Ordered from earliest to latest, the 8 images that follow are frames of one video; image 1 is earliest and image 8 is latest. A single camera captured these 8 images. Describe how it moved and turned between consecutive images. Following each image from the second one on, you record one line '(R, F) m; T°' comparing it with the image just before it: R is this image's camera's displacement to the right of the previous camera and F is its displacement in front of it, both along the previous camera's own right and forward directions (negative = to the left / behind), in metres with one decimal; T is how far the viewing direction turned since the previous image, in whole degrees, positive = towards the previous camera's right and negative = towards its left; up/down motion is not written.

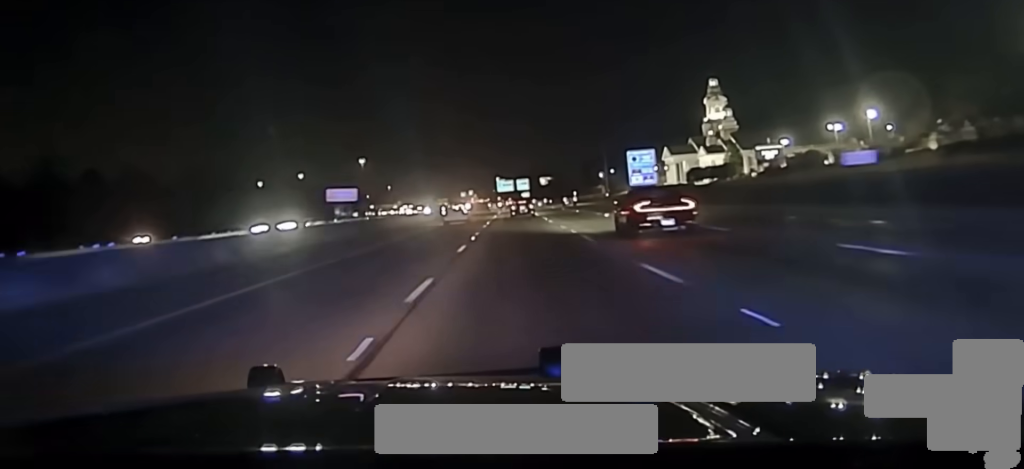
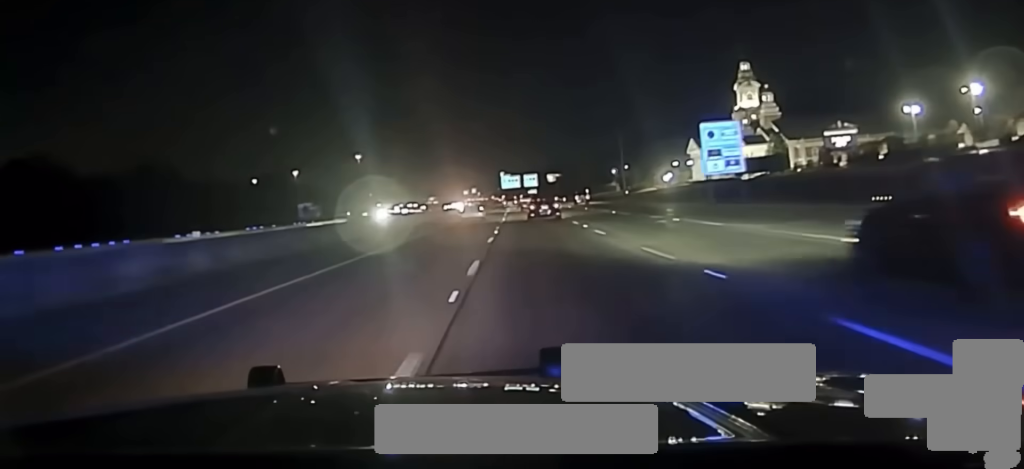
(-0.1, +45.6) m; 0°
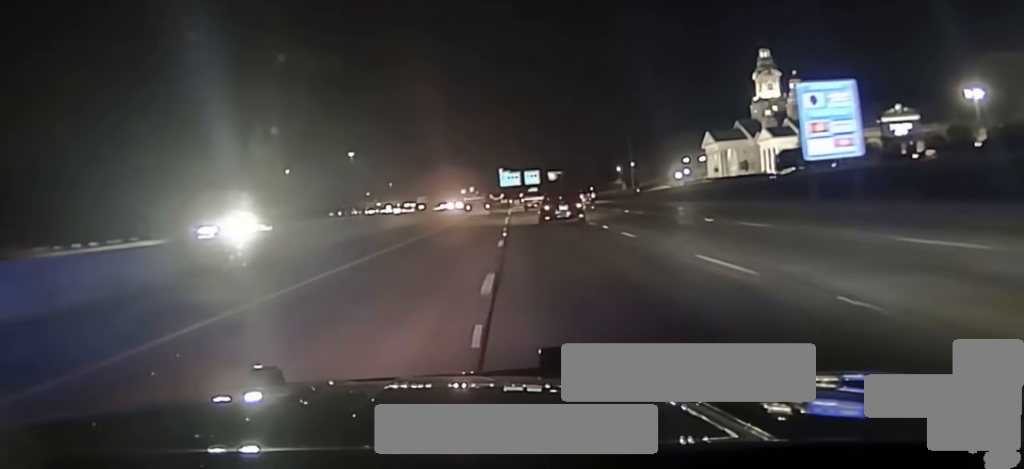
(-0.1, +28.1) m; 0°
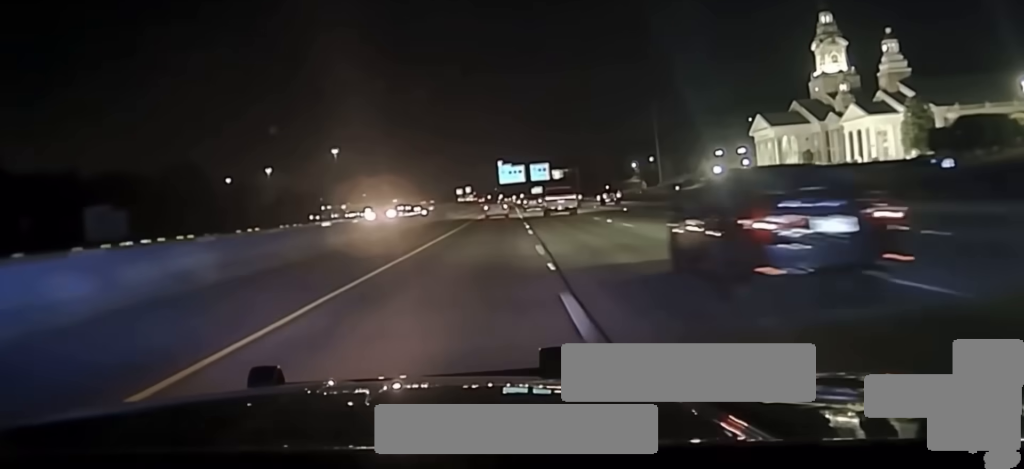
(-0.9, +66.8) m; -2°
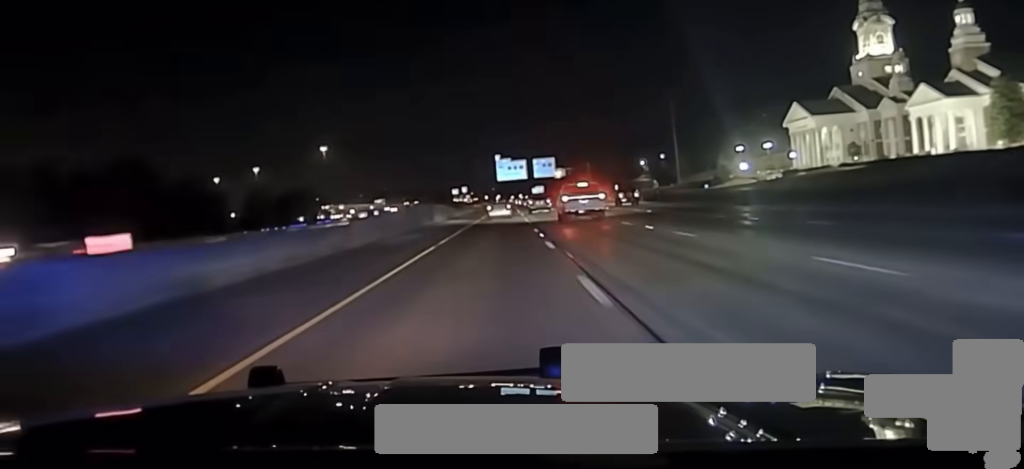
(-0.2, +34.3) m; 0°
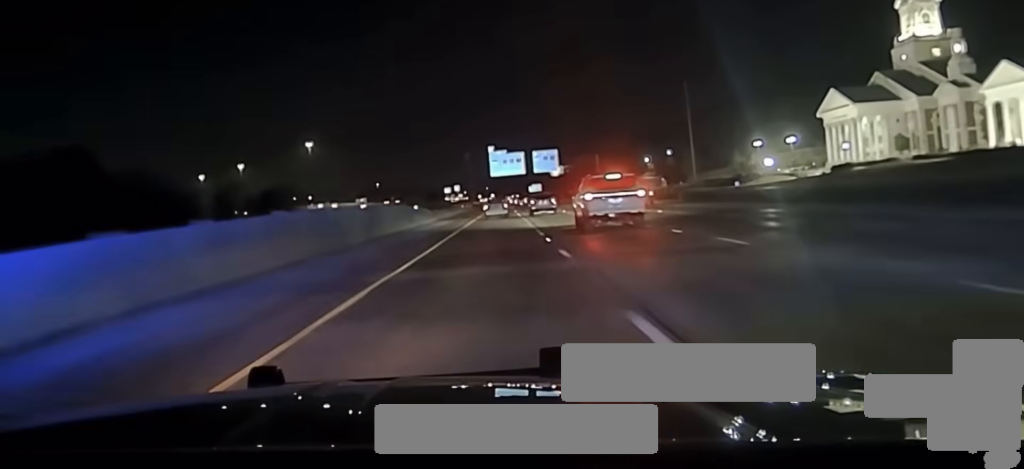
(-0.2, +27.9) m; 0°
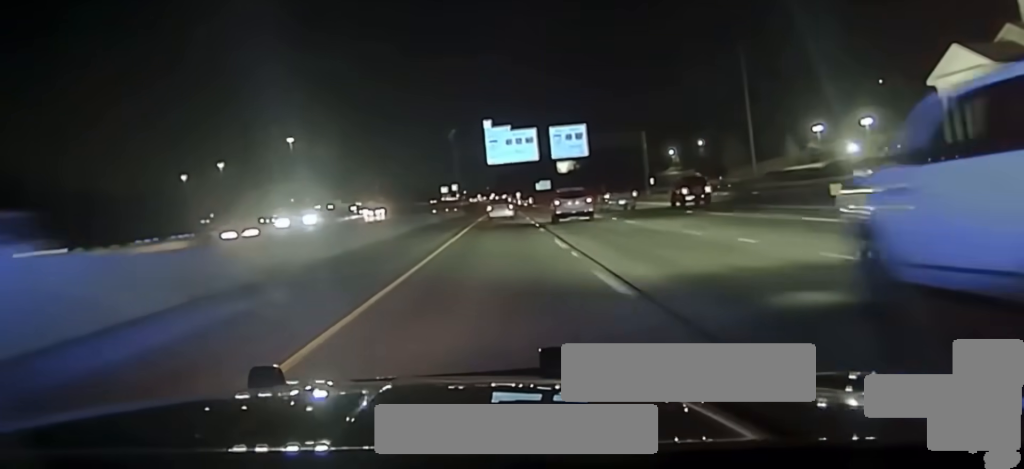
(+0.9, +56.6) m; +1°
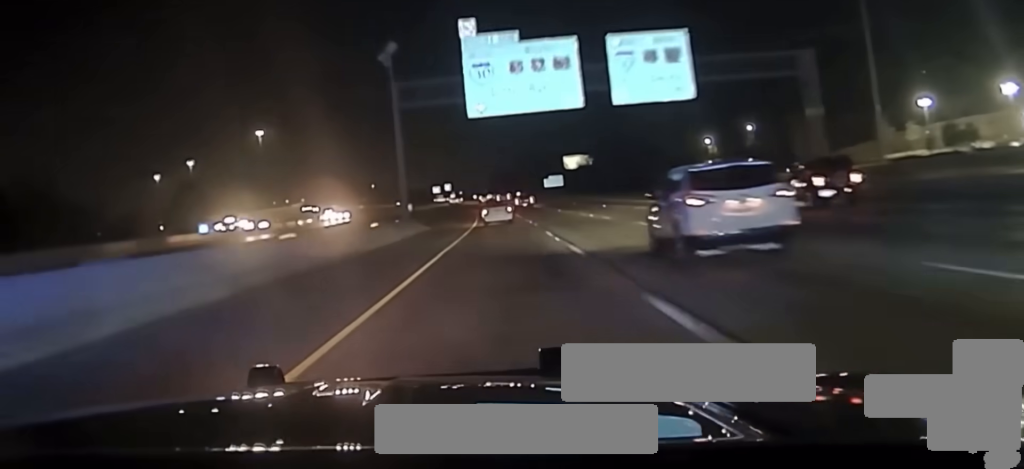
(+0.4, +63.1) m; 0°
